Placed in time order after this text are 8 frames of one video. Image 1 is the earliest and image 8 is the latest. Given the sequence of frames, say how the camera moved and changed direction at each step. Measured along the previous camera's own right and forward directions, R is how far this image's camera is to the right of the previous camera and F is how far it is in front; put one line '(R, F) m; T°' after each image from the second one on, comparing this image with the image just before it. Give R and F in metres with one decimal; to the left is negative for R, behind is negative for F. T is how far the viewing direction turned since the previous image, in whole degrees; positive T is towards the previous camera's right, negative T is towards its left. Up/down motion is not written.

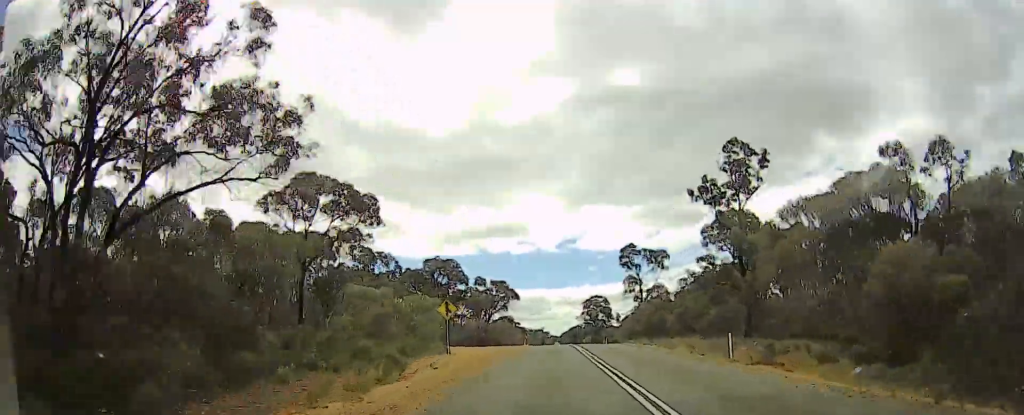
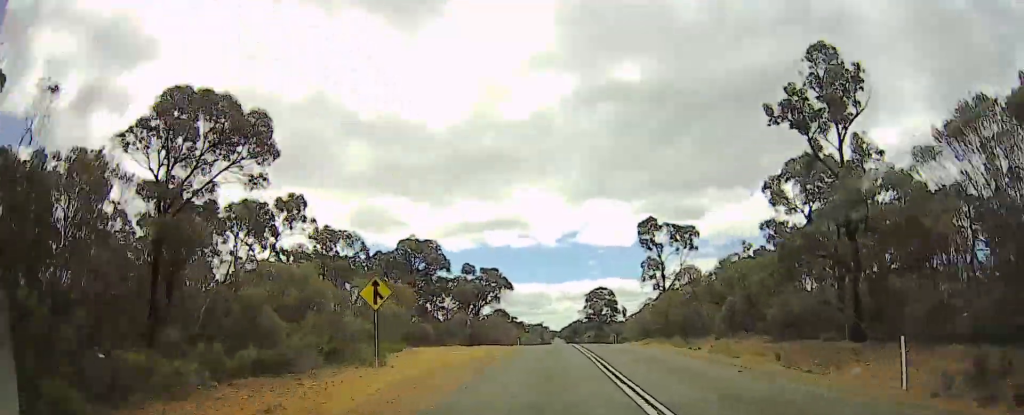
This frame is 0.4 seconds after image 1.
(0.0, +12.8) m; 0°
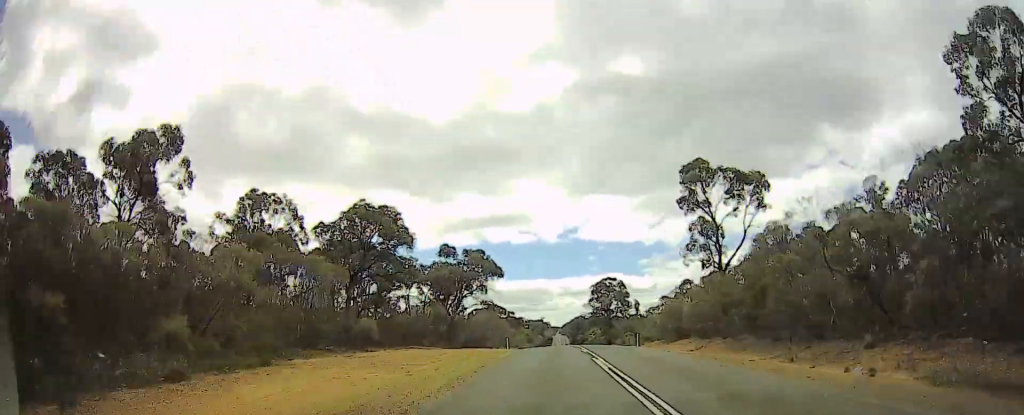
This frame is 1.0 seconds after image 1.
(0.0, +16.8) m; 0°
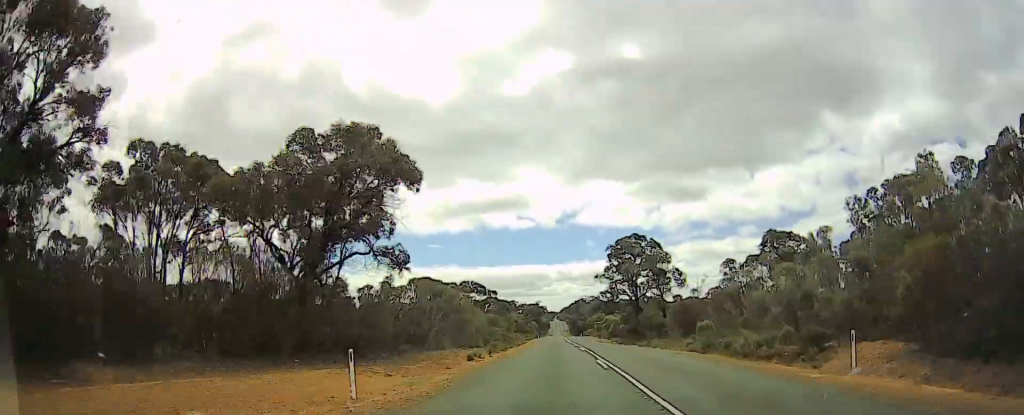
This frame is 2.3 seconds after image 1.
(-0.1, +37.7) m; 0°
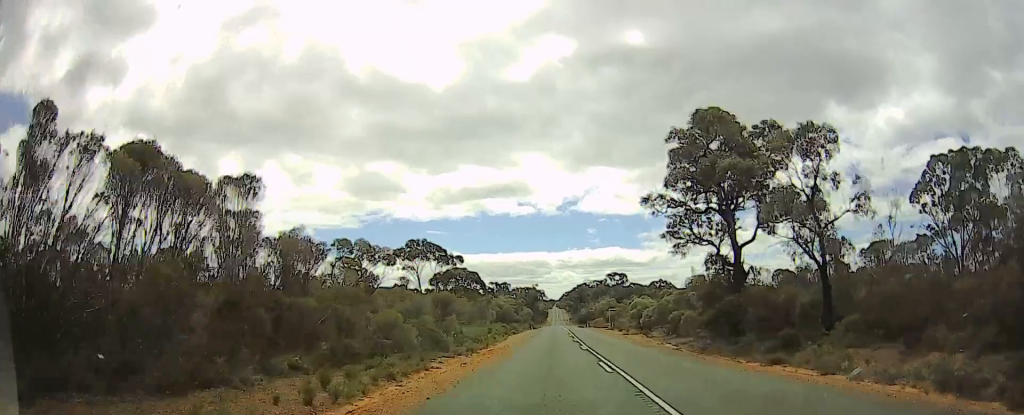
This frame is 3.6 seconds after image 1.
(-0.2, +39.8) m; 0°
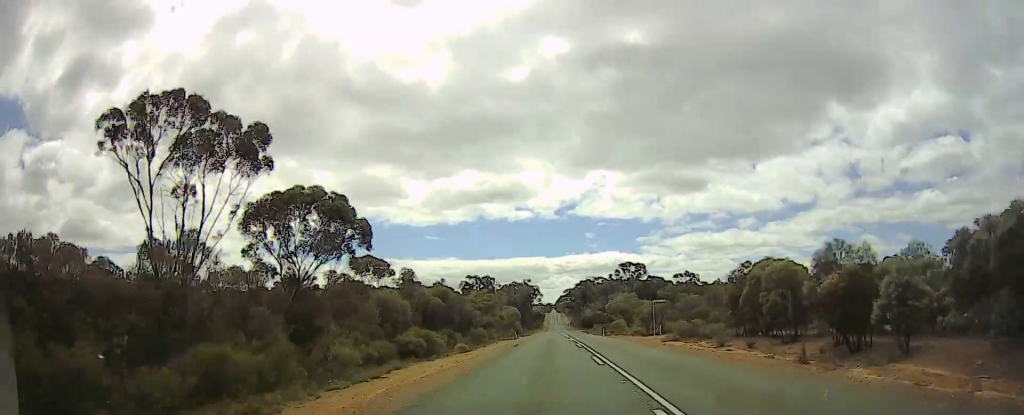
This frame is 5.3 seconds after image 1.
(+0.3, +53.6) m; 0°
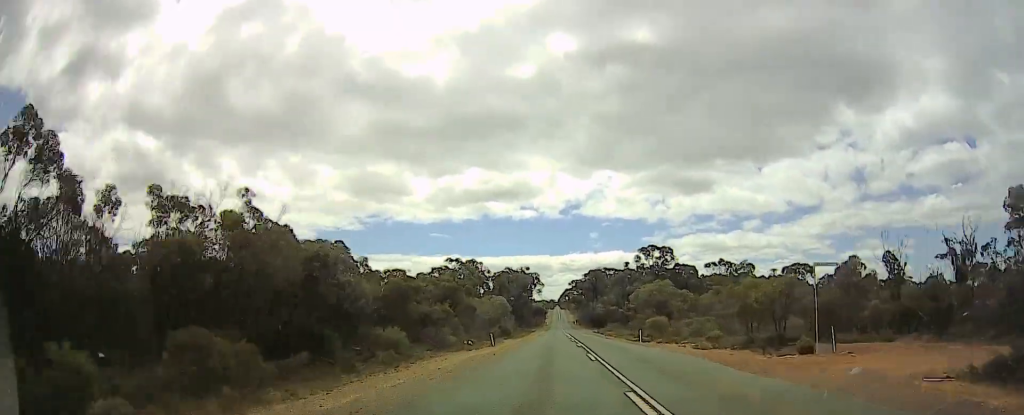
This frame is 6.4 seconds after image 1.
(-0.3, +35.9) m; 0°
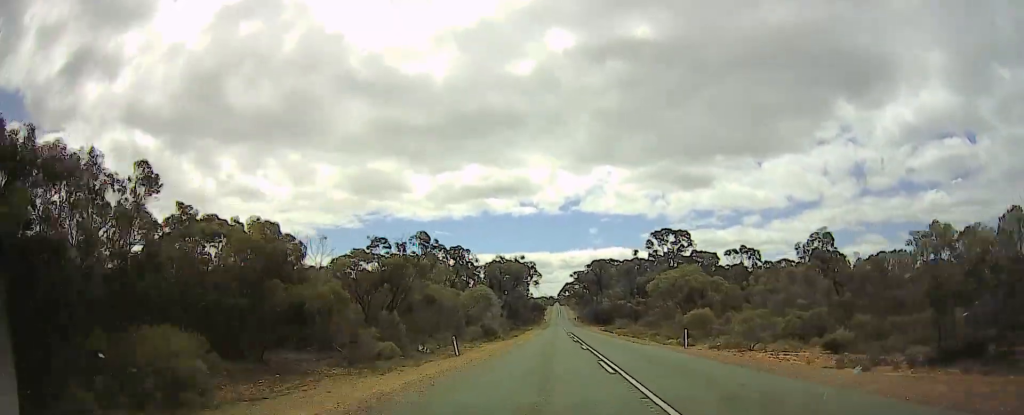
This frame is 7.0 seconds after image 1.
(0.0, +17.9) m; 0°
